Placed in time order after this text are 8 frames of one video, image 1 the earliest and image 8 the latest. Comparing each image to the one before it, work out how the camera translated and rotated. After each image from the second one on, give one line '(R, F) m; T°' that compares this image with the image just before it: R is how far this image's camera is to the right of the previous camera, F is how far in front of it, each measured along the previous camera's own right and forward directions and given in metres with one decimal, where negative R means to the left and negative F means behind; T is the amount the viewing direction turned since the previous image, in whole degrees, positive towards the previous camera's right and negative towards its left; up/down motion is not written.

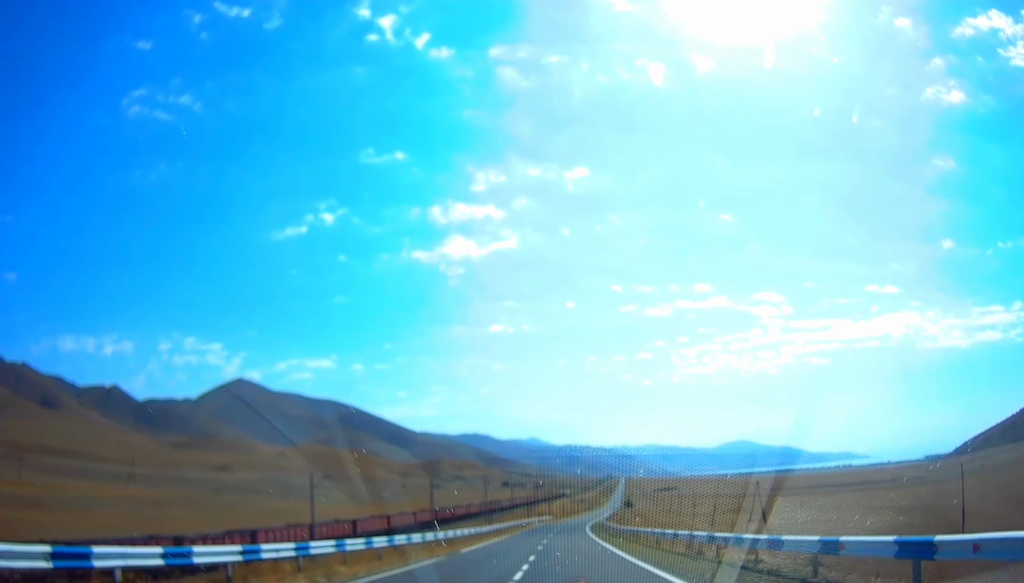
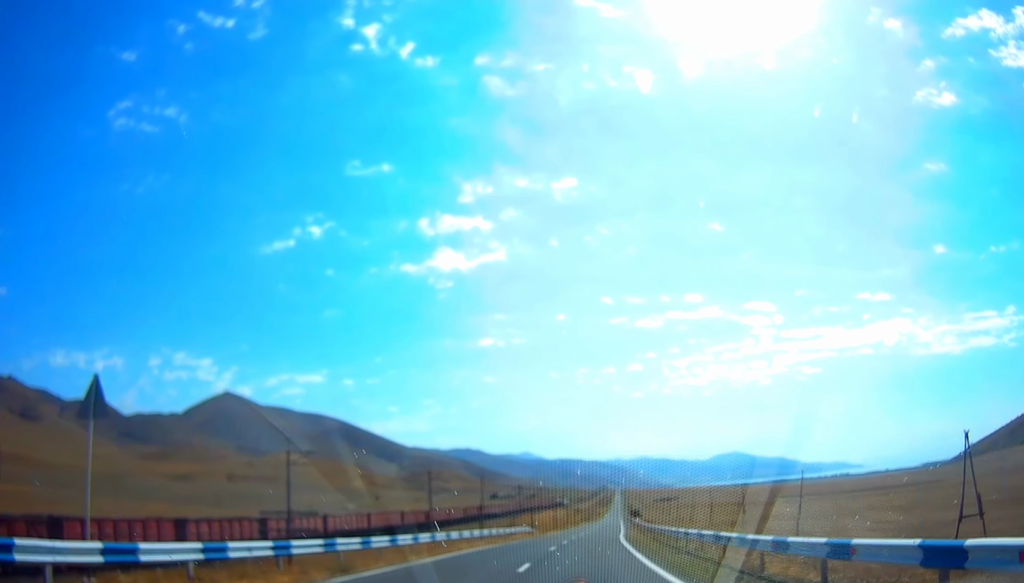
(+0.2, +61.3) m; +2°
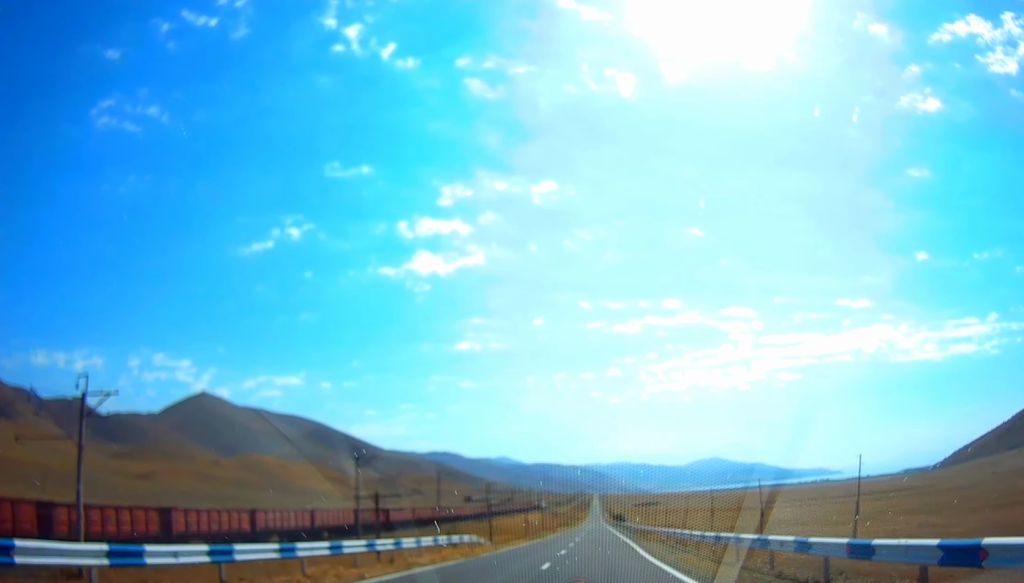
(+0.9, +27.4) m; +2°
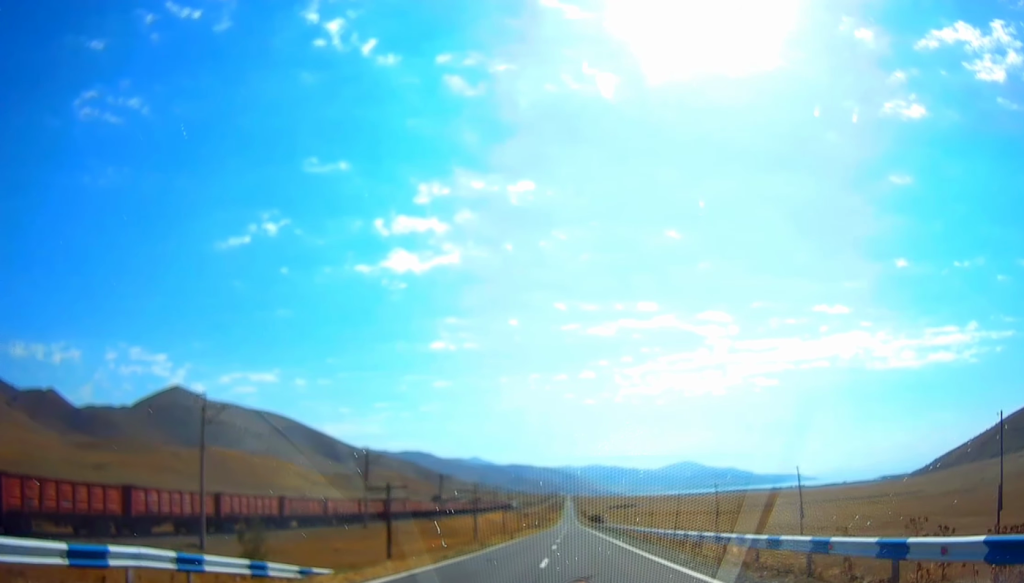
(0.0, +30.0) m; 0°
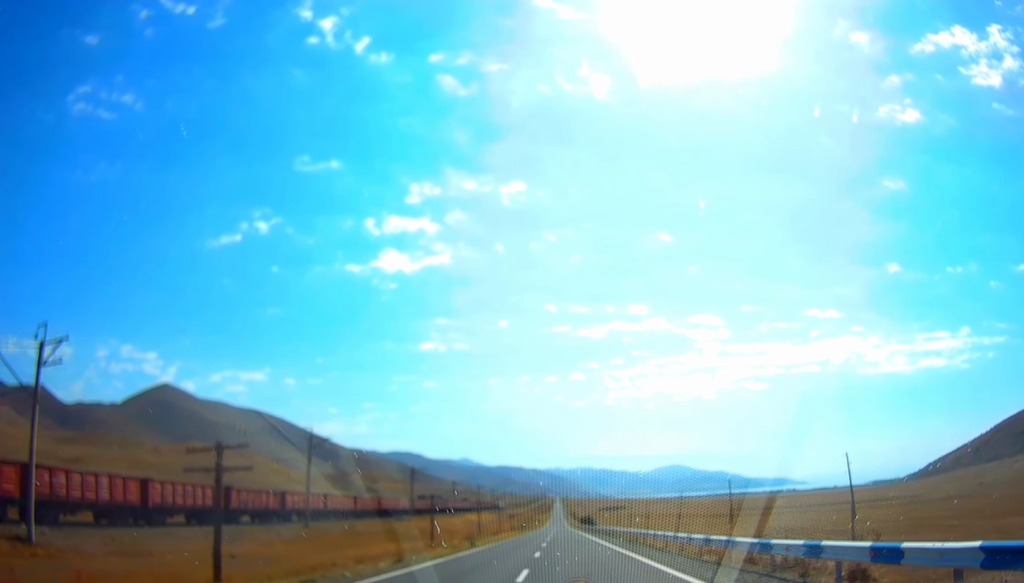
(0.0, +18.1) m; 0°
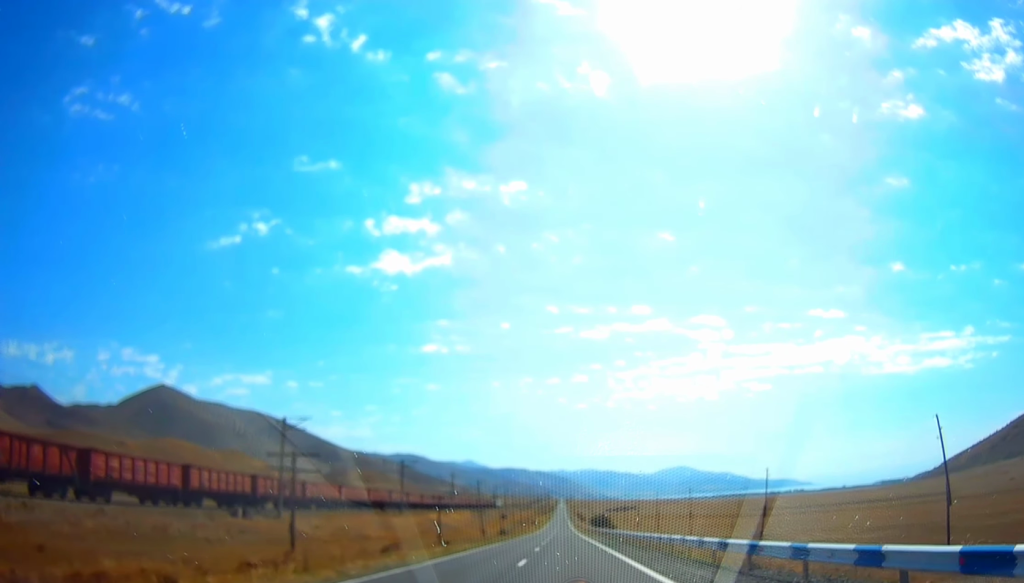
(+0.5, +63.5) m; +2°
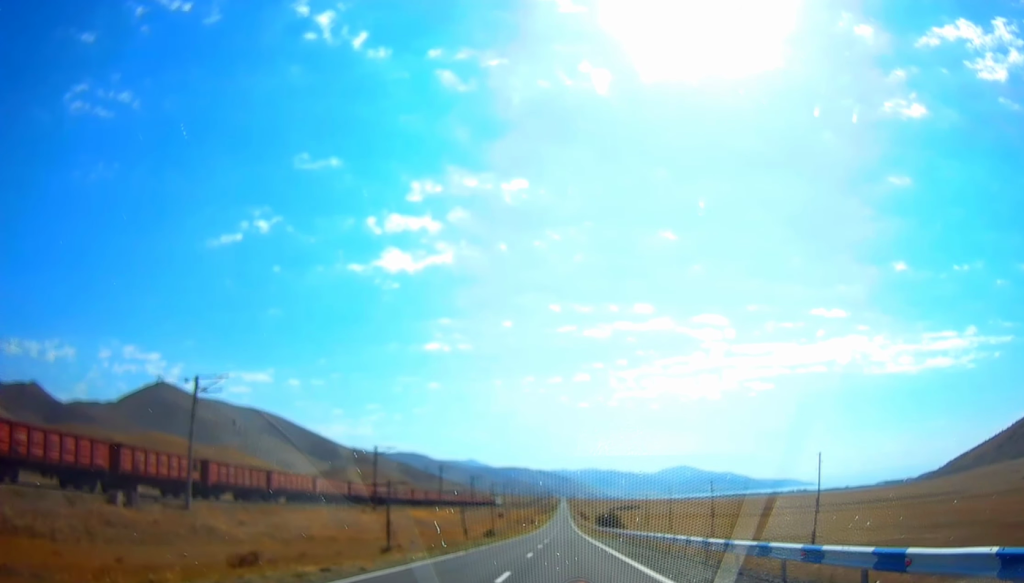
(+0.2, +18.2) m; +1°
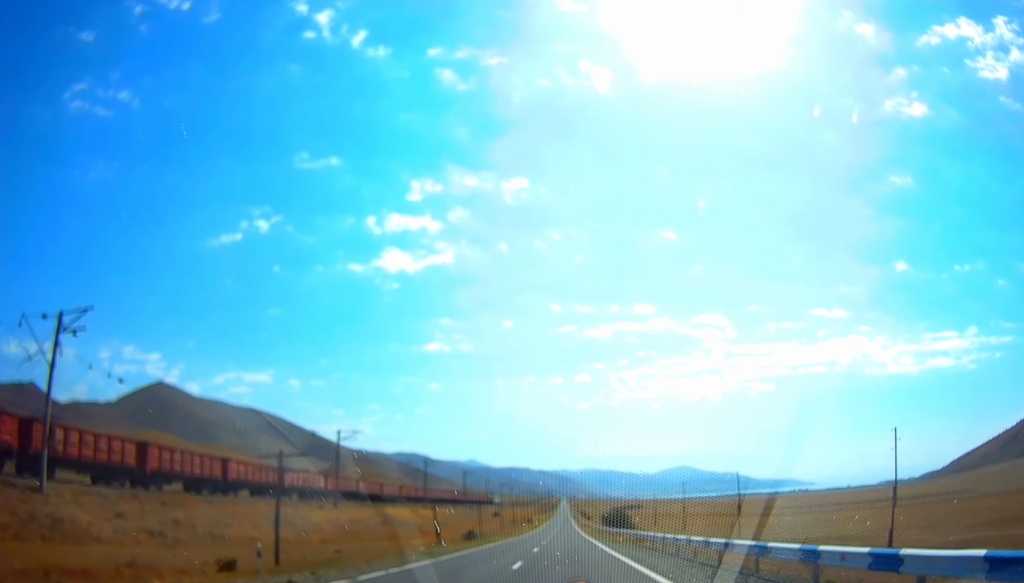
(0.0, +17.8) m; 0°
